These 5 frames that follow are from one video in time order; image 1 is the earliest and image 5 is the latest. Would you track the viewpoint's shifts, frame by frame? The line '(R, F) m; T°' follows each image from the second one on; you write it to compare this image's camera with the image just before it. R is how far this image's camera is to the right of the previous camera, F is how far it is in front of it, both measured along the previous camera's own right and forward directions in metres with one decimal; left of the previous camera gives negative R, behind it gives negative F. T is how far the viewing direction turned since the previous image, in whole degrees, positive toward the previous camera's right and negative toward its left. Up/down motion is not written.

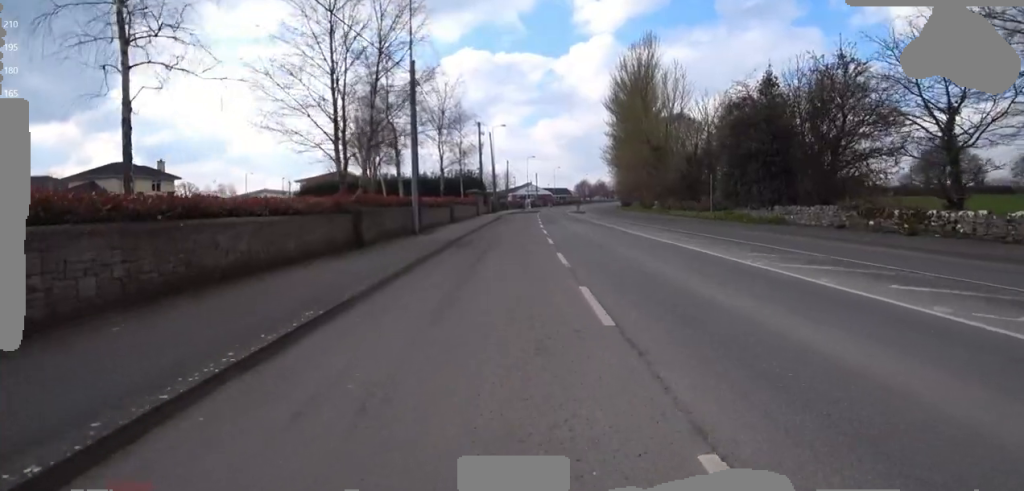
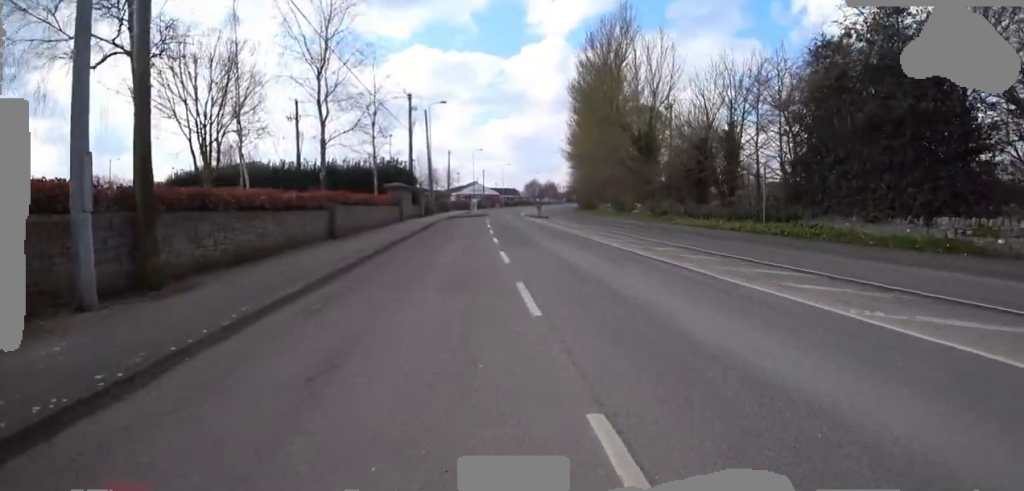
(+0.2, +11.5) m; +3°
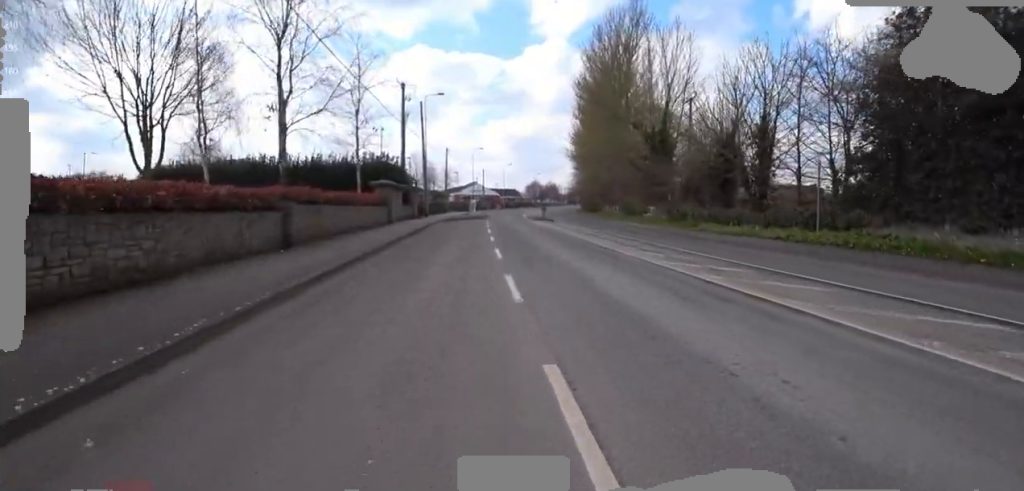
(+0.4, +3.0) m; +4°
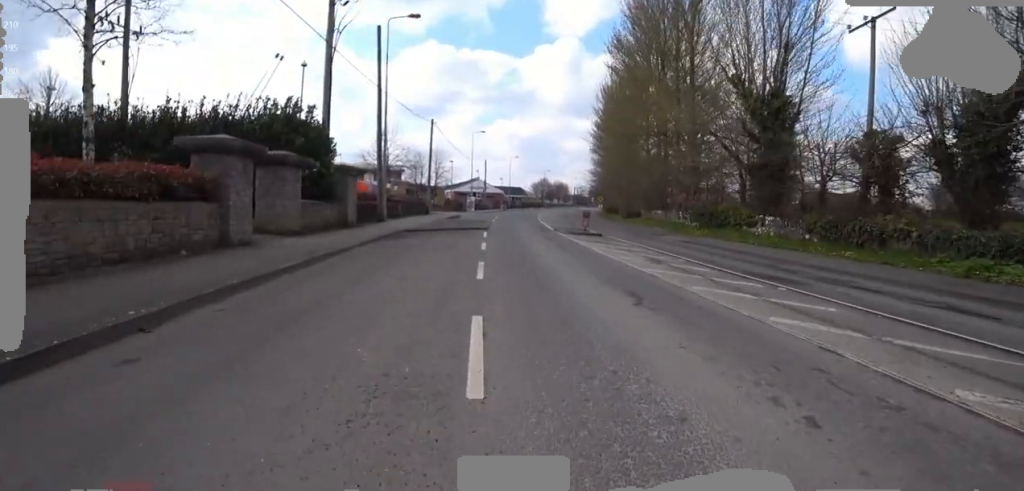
(-0.7, +14.1) m; -2°
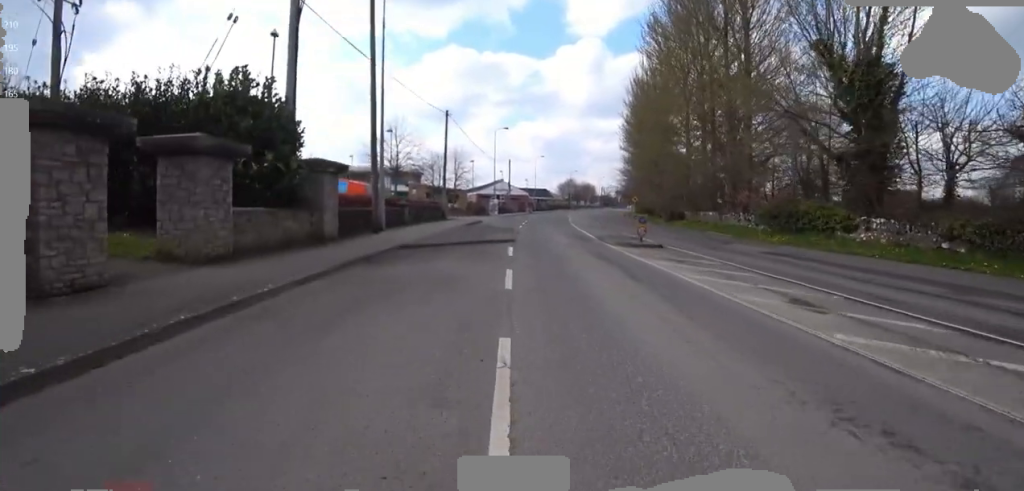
(0.0, +4.3) m; 0°
